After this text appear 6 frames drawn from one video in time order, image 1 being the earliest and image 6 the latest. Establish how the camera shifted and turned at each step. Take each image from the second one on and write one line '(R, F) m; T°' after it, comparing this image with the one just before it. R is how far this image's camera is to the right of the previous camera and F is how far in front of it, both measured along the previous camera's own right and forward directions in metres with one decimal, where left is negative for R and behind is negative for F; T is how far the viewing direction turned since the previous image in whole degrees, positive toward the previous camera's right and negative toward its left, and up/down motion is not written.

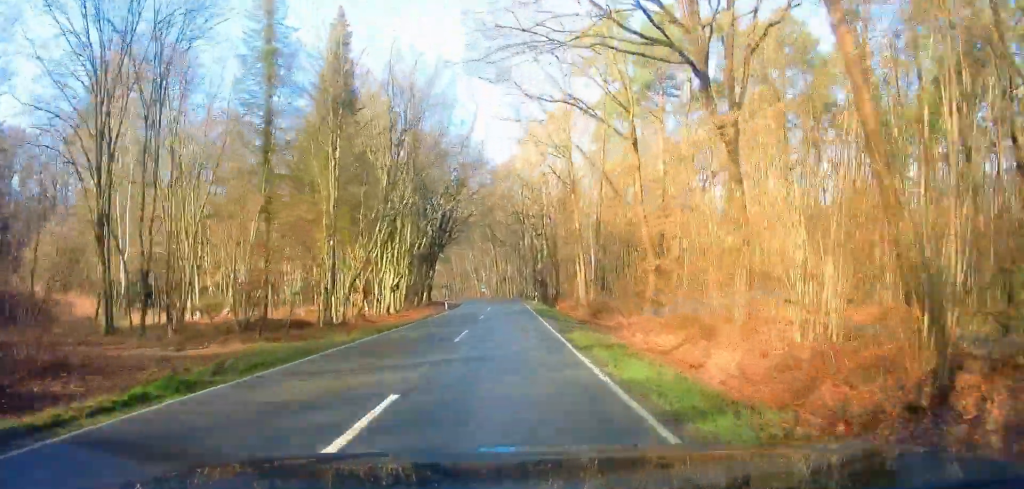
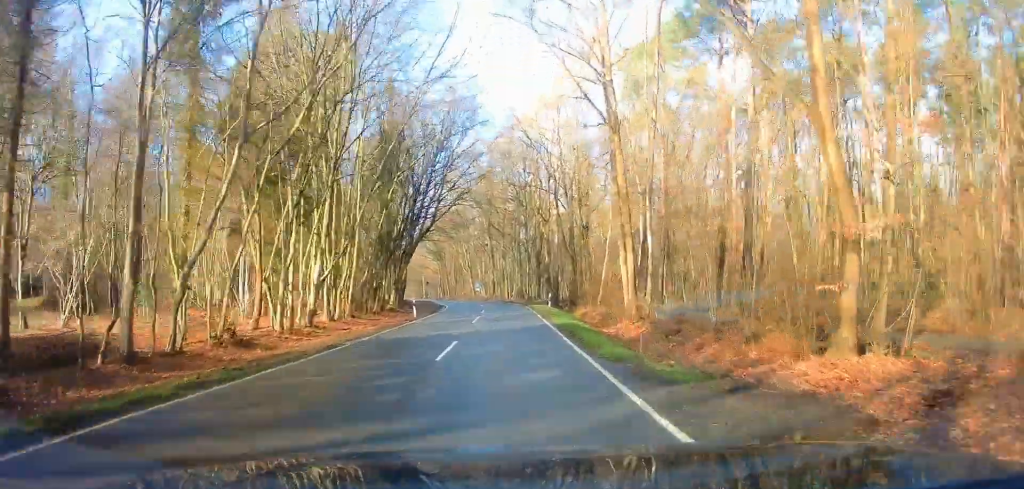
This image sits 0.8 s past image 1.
(-0.2, +15.9) m; +2°
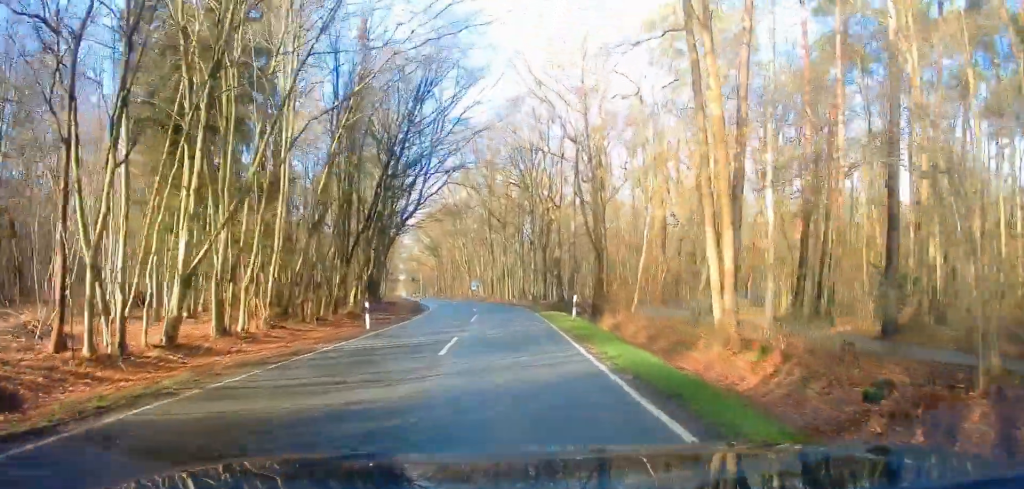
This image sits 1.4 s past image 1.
(+0.4, +11.1) m; +1°
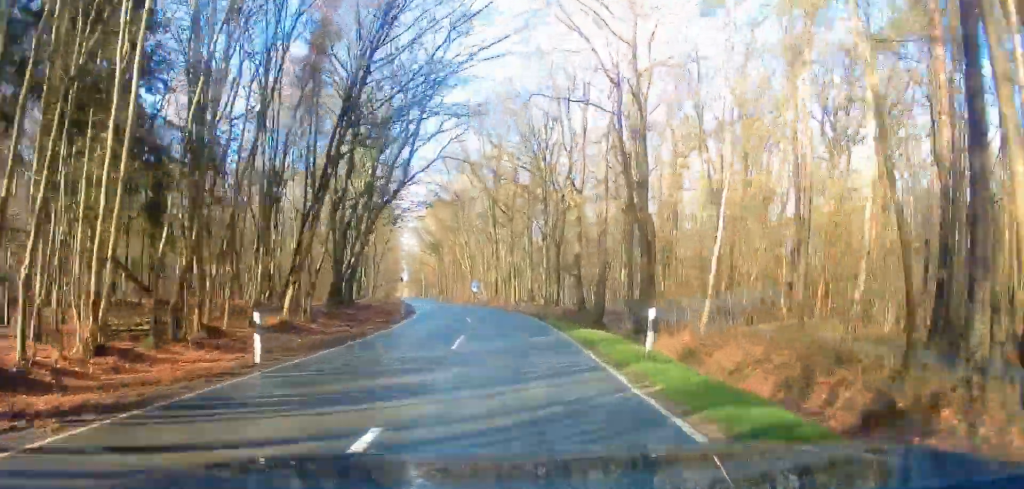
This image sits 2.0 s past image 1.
(+0.1, +10.1) m; +1°
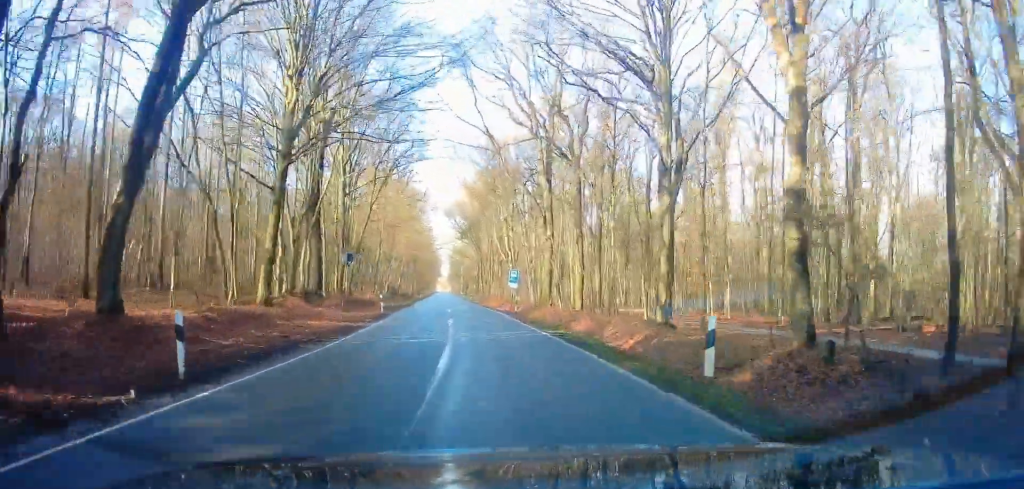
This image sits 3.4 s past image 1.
(+0.3, +27.9) m; 0°
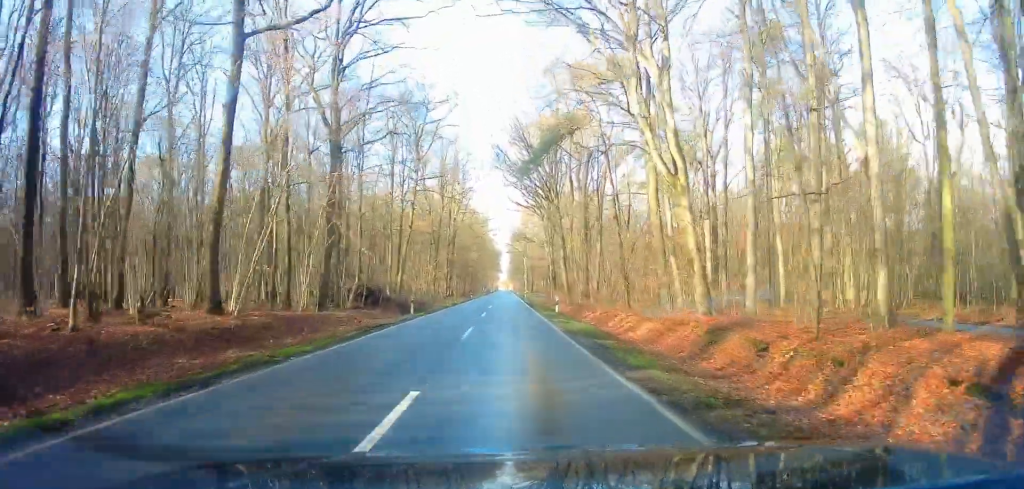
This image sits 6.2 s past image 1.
(-5.6, +54.7) m; -13°
